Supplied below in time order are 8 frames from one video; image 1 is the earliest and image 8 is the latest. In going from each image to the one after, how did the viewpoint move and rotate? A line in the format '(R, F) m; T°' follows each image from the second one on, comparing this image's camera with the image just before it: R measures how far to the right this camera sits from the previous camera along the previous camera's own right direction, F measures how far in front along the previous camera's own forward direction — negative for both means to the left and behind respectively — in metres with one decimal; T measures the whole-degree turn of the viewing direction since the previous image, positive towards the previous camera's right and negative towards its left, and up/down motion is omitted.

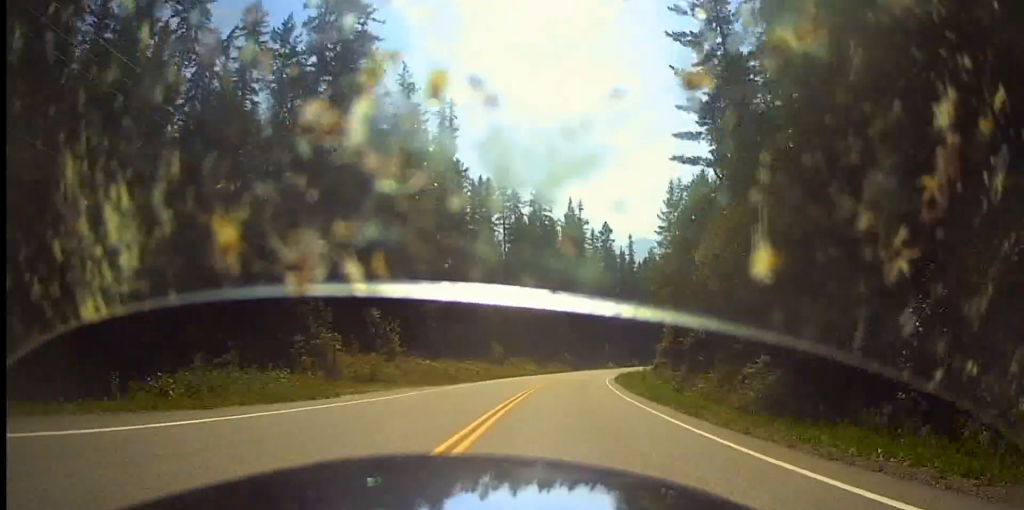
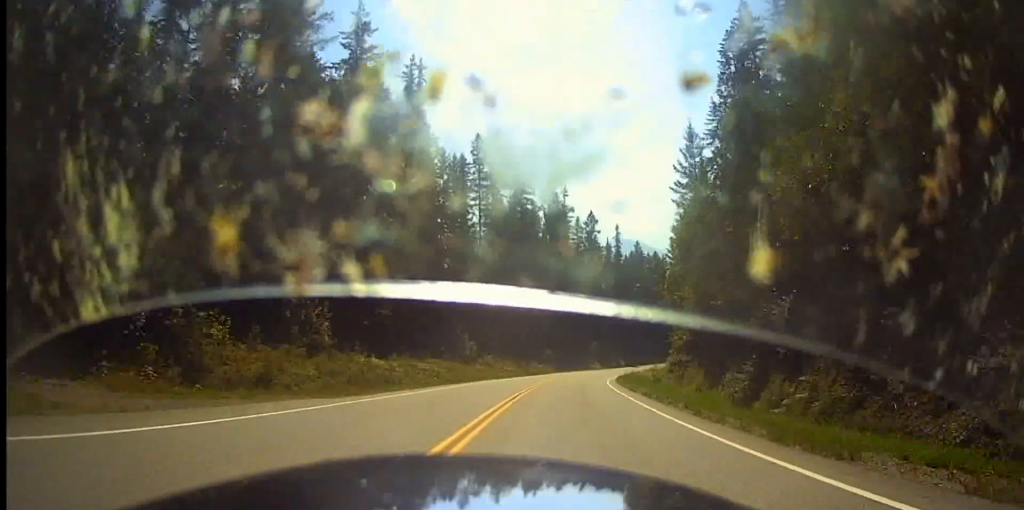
(+1.5, +14.3) m; 0°
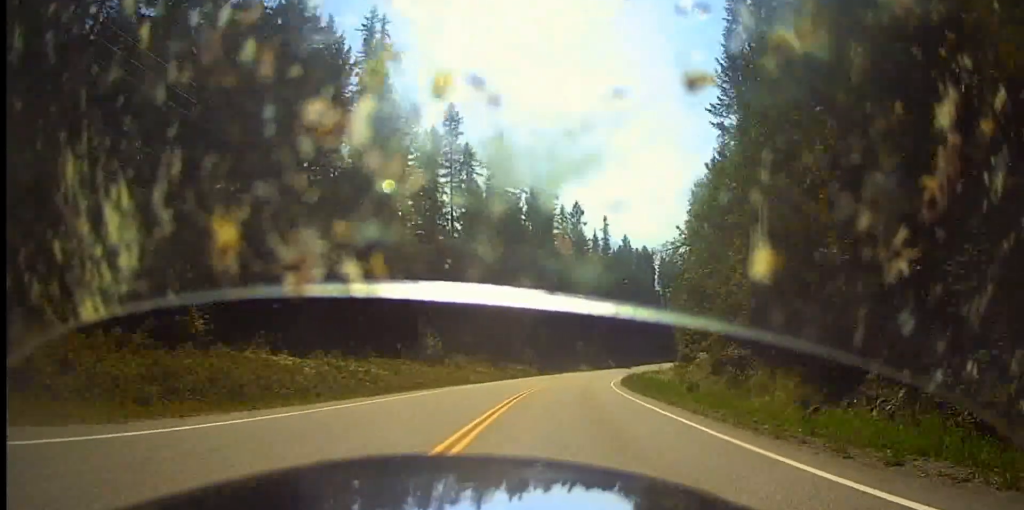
(-0.7, +14.5) m; -2°
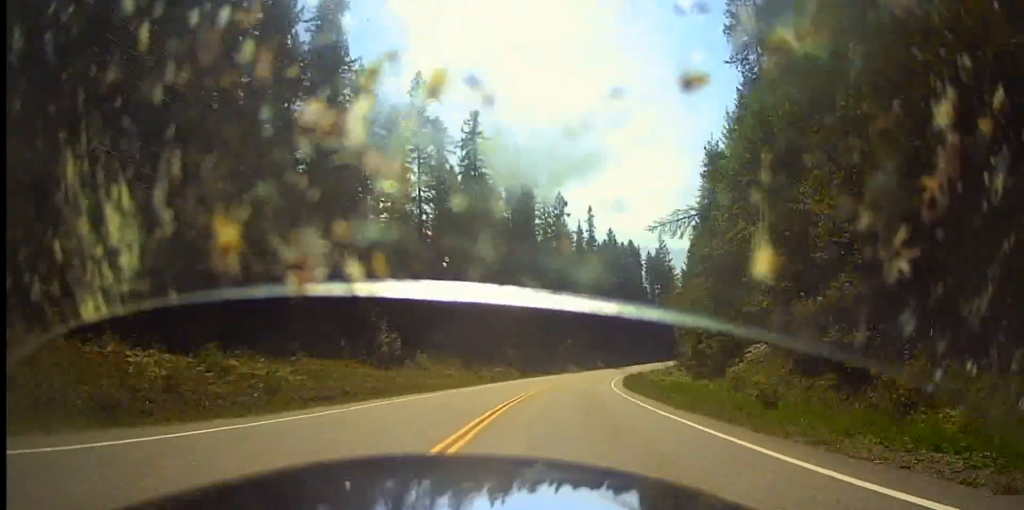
(-0.8, +11.5) m; -2°
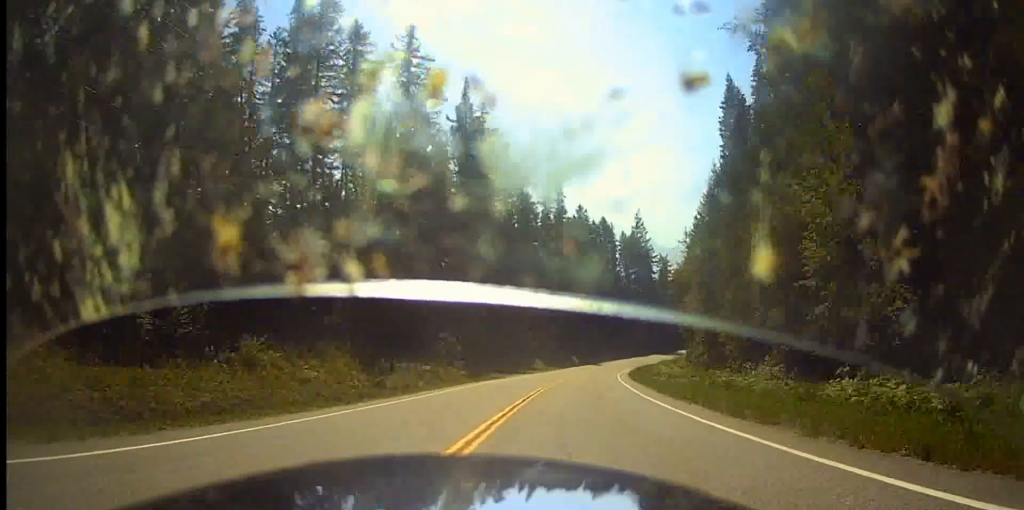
(+0.8, +27.9) m; +3°
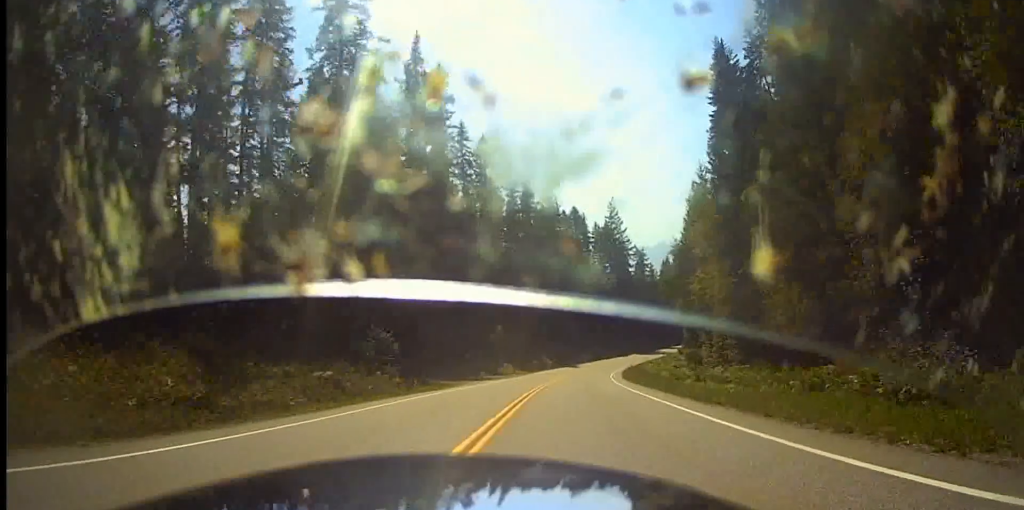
(+0.2, +15.6) m; +1°
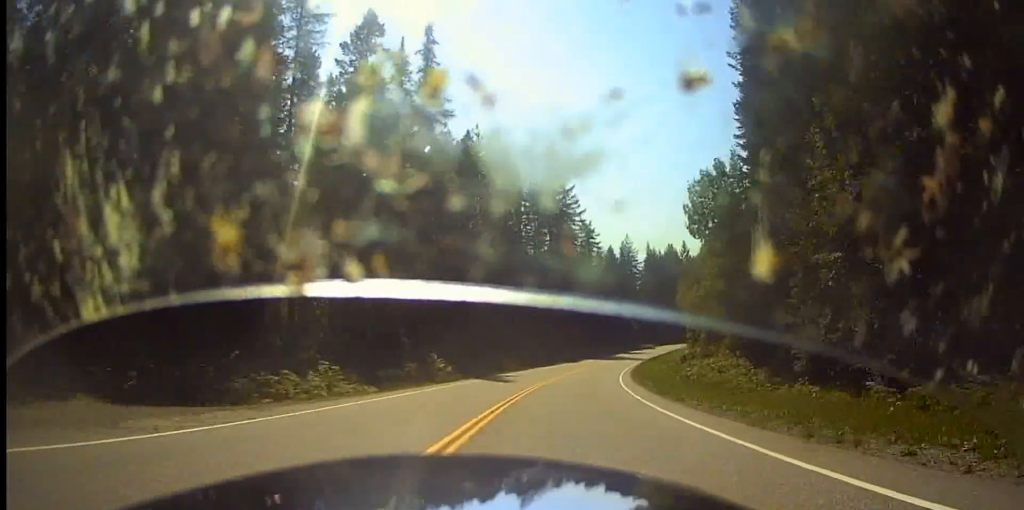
(0.0, +53.9) m; -1°
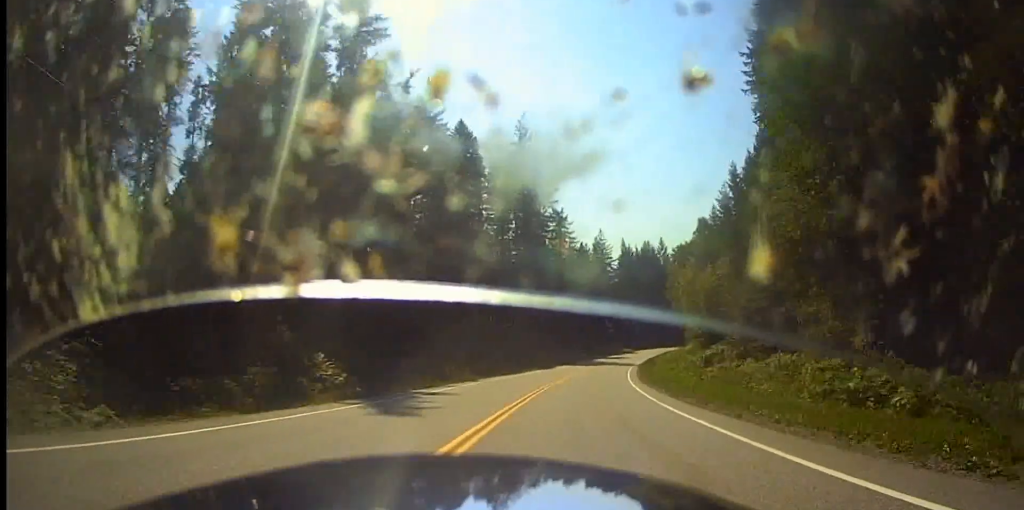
(0.0, +21.7) m; +1°
